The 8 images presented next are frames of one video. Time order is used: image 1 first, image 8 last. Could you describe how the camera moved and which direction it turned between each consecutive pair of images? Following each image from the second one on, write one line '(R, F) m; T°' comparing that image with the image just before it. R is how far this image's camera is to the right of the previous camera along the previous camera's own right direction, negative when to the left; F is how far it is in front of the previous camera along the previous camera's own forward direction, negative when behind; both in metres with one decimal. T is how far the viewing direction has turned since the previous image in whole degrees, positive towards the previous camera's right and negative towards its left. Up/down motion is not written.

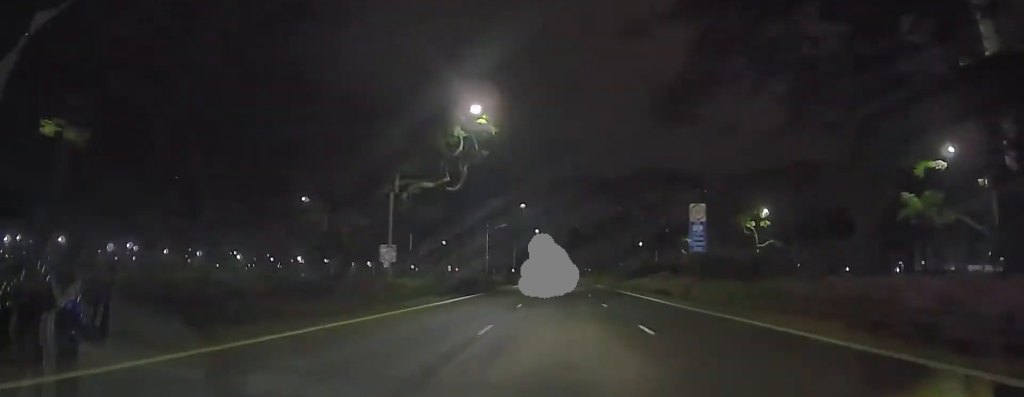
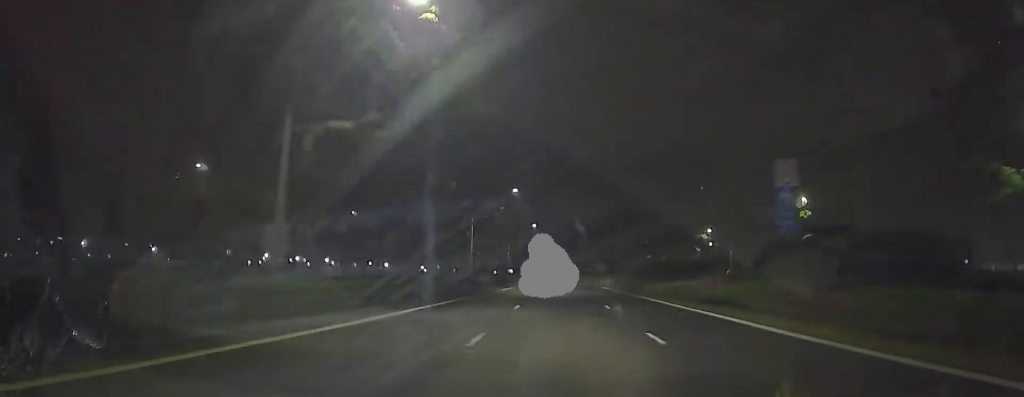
(+0.1, +13.9) m; 0°
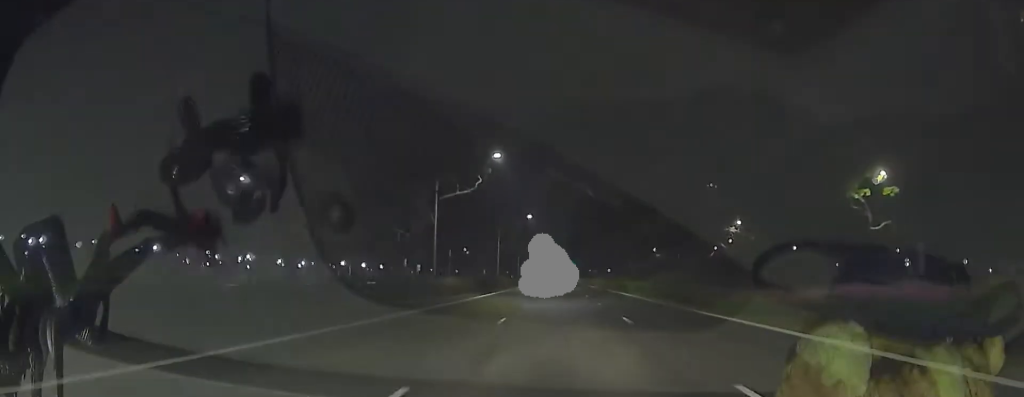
(+0.2, +19.3) m; 0°
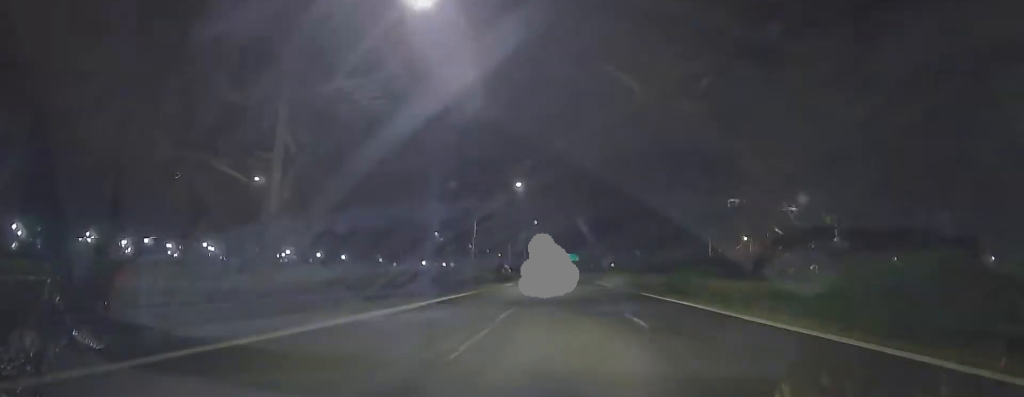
(-0.1, +25.4) m; -1°
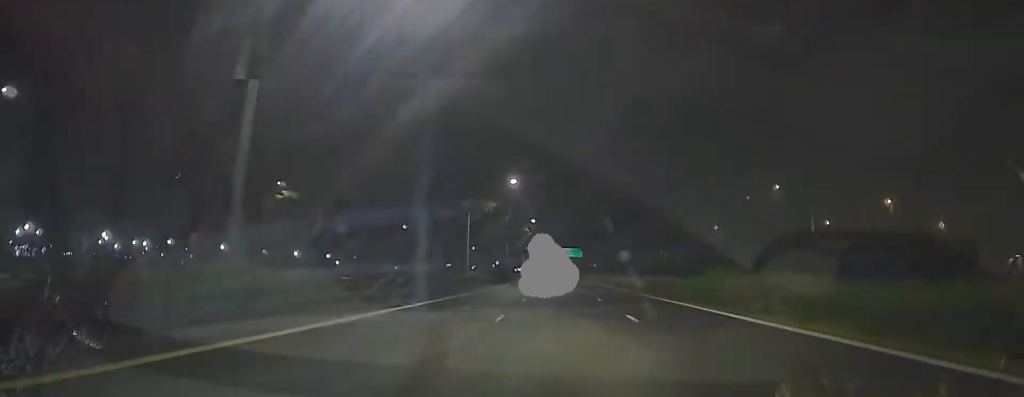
(-0.3, +47.5) m; -3°
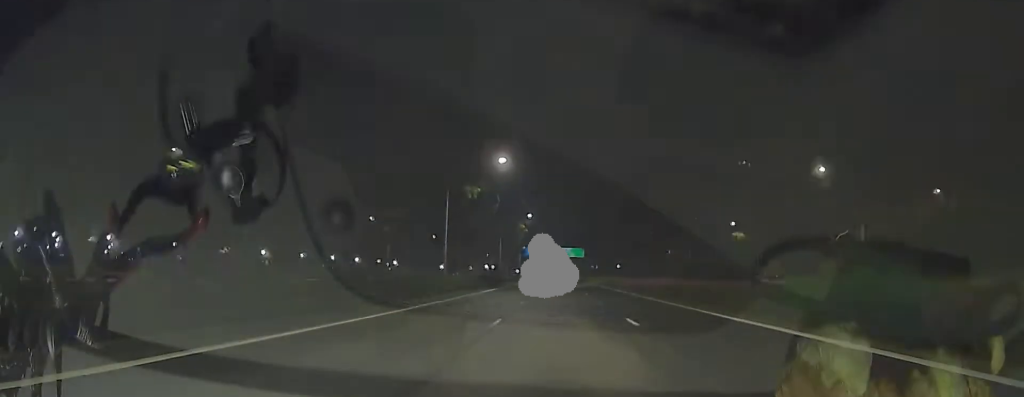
(-0.6, +11.1) m; 0°
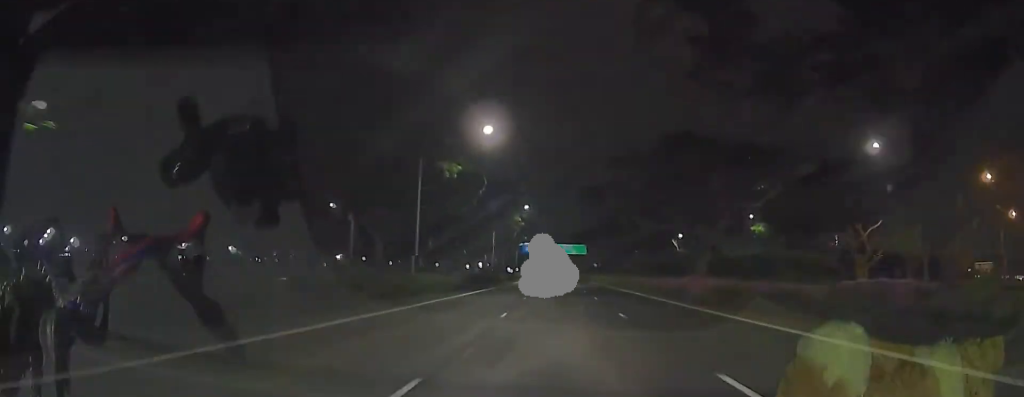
(-0.4, +10.3) m; 0°
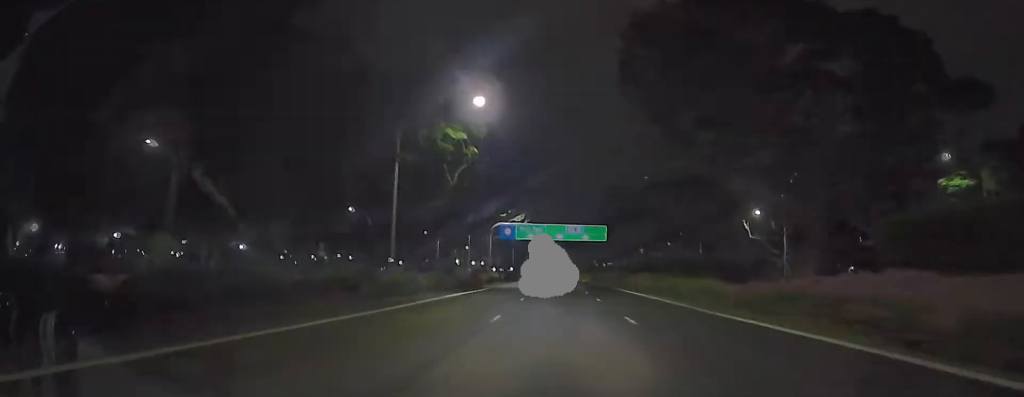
(+2.8, +50.2) m; +3°
